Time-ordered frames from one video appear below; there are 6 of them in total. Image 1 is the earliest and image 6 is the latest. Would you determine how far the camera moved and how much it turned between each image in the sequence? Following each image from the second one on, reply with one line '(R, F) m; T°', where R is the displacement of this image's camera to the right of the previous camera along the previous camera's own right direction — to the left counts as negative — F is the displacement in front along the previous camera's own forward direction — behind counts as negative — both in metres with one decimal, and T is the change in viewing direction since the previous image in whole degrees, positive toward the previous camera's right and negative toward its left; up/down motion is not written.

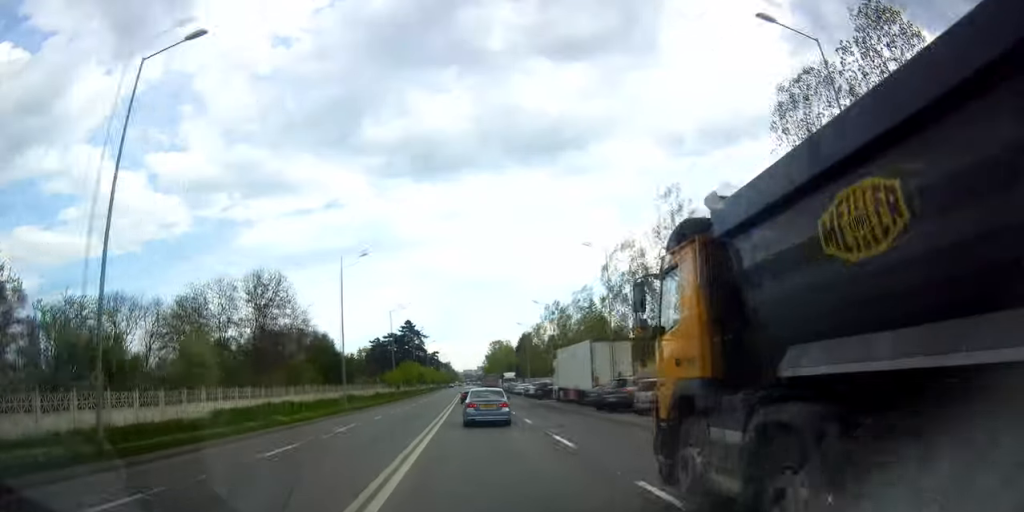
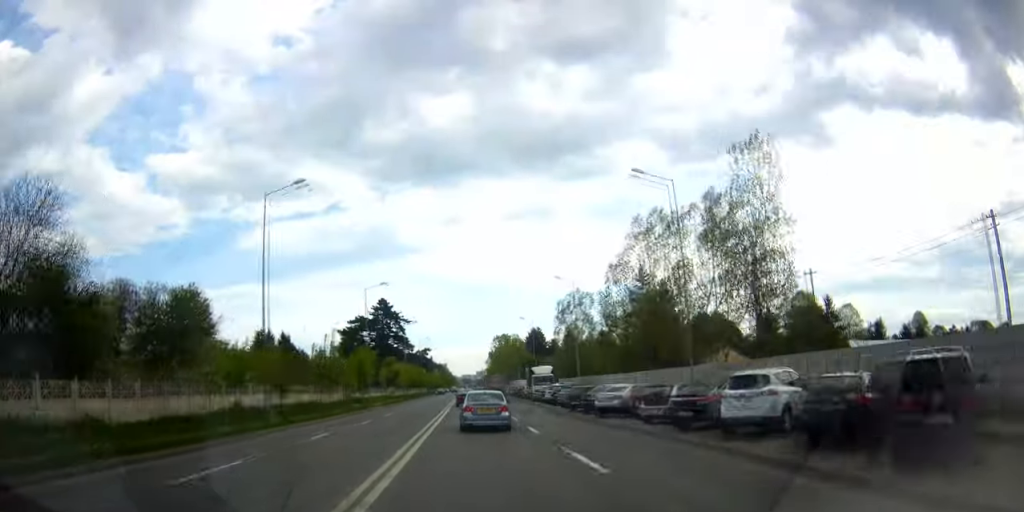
(+0.2, +52.0) m; -1°
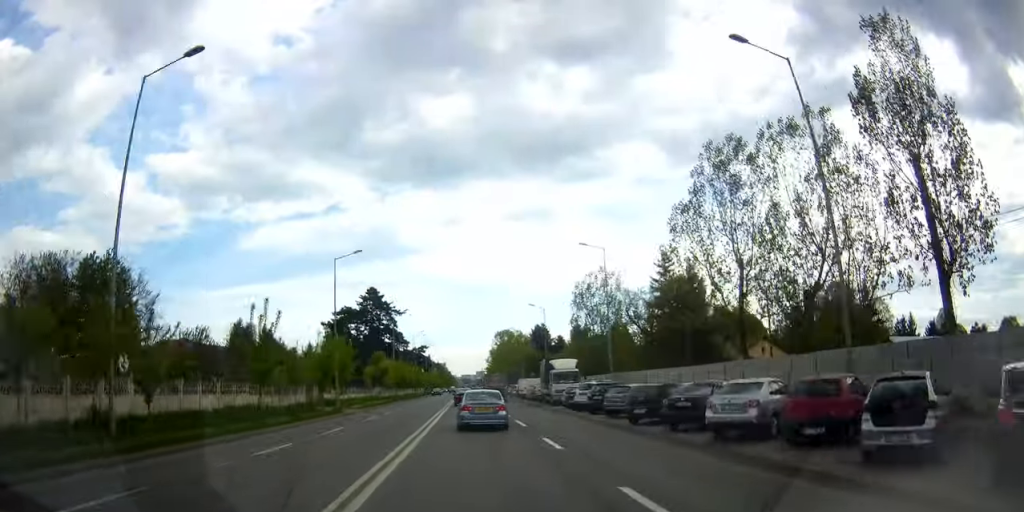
(0.0, +13.9) m; 0°
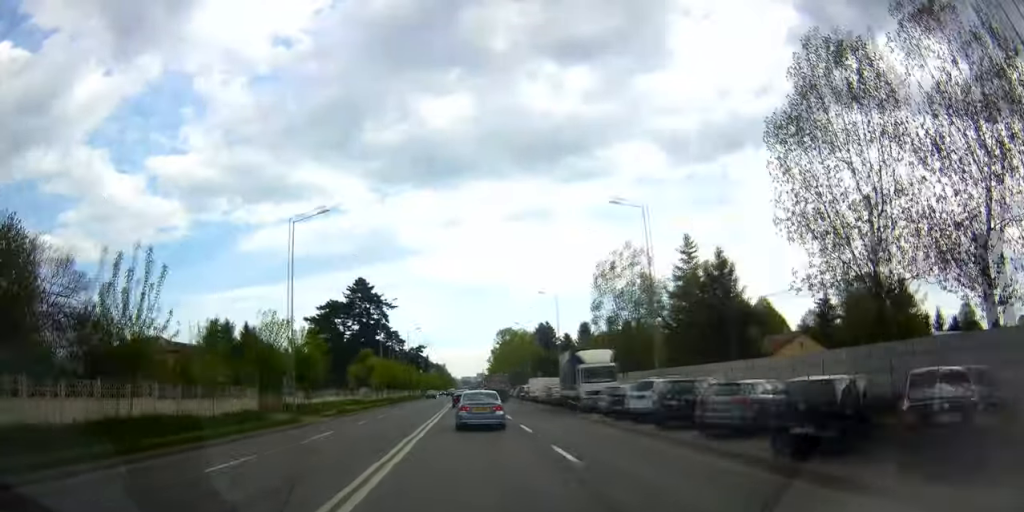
(-0.1, +11.5) m; 0°
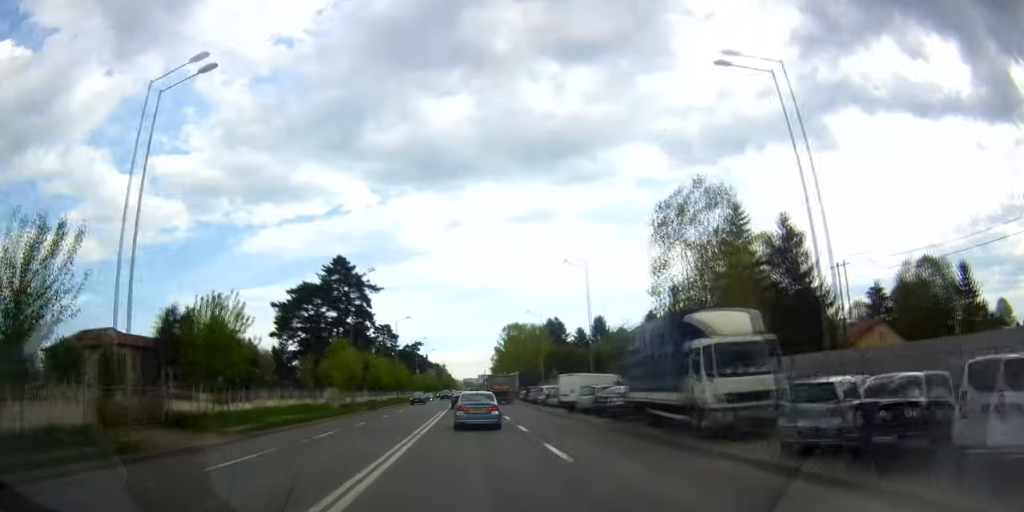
(+0.4, +17.4) m; 0°
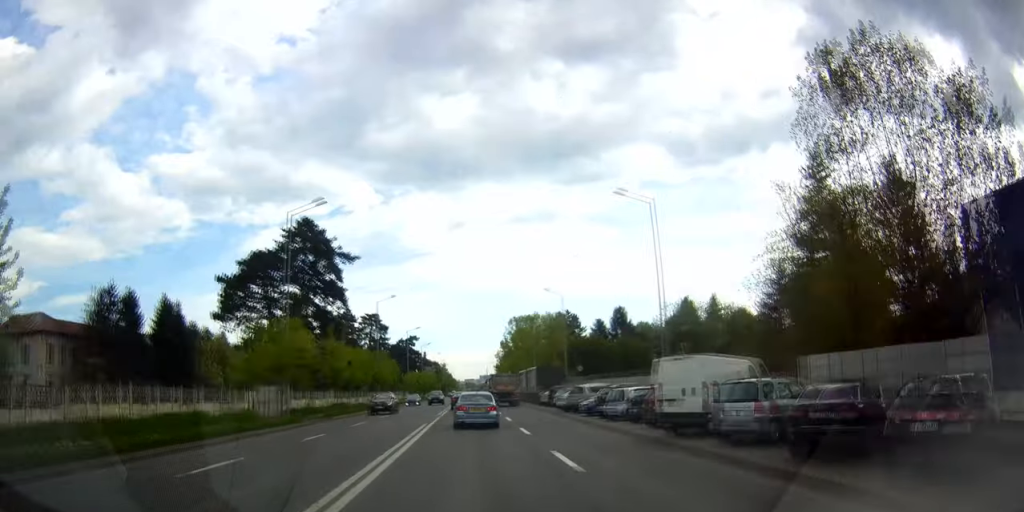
(-0.4, +18.9) m; -1°
